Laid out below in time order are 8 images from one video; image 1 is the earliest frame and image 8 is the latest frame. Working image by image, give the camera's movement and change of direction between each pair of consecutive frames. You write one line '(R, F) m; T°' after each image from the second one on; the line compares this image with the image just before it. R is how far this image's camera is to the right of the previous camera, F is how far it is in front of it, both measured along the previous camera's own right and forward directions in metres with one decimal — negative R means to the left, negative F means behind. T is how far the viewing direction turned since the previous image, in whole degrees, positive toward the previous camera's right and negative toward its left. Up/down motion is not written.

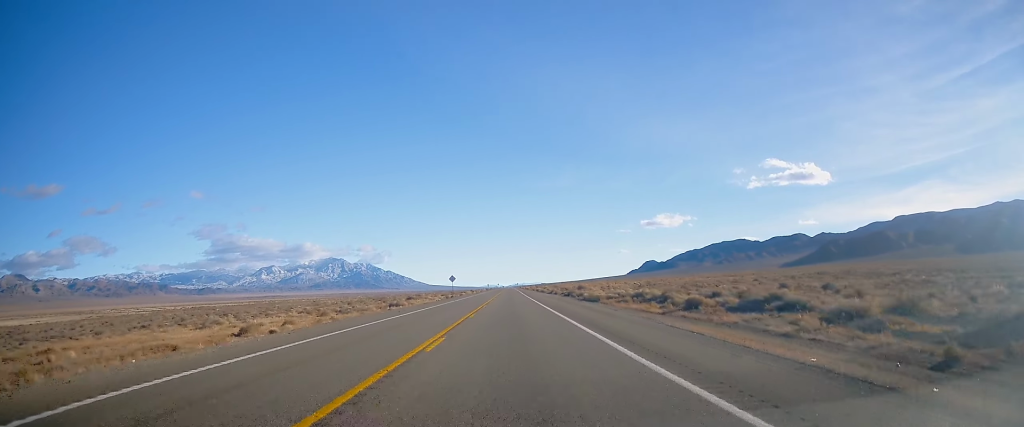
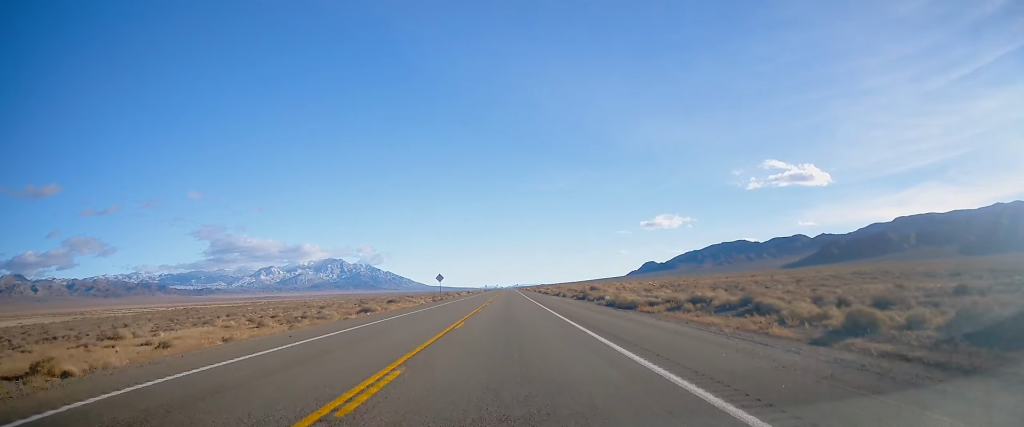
(+0.2, +17.8) m; 0°
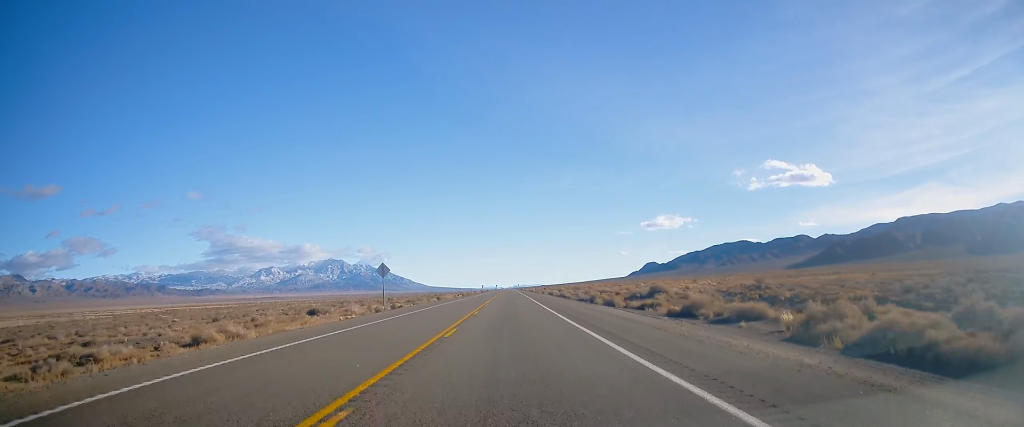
(-0.2, +39.6) m; 0°
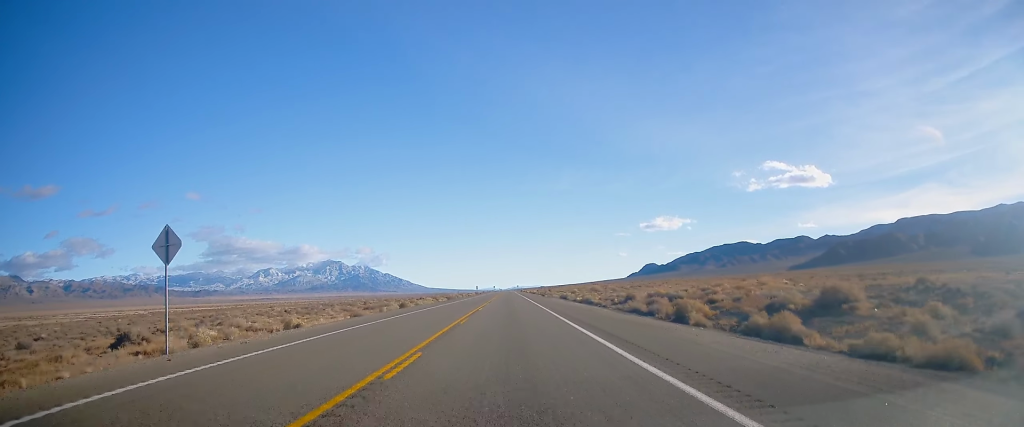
(+0.1, +31.3) m; 0°
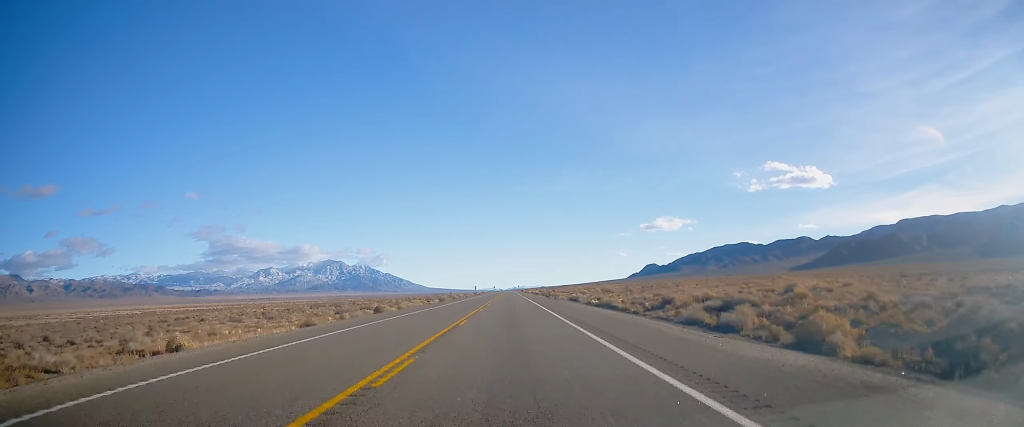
(-0.1, +13.1) m; 0°
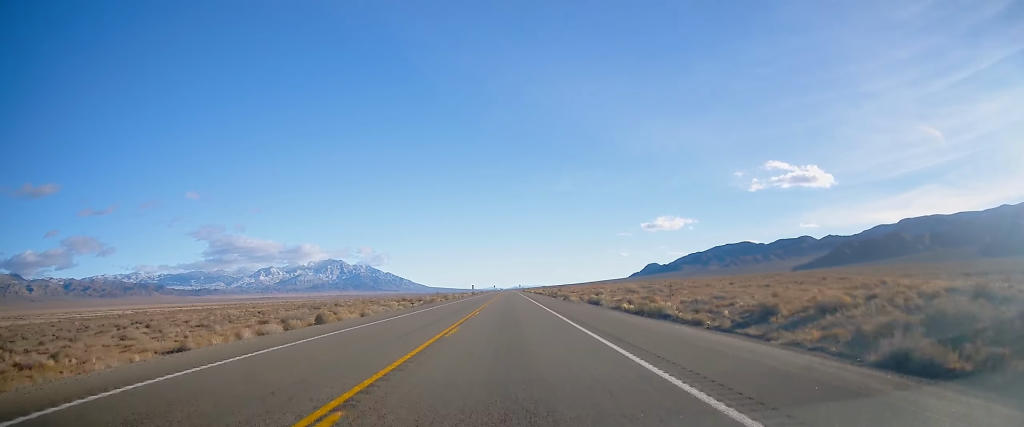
(0.0, +17.0) m; 0°
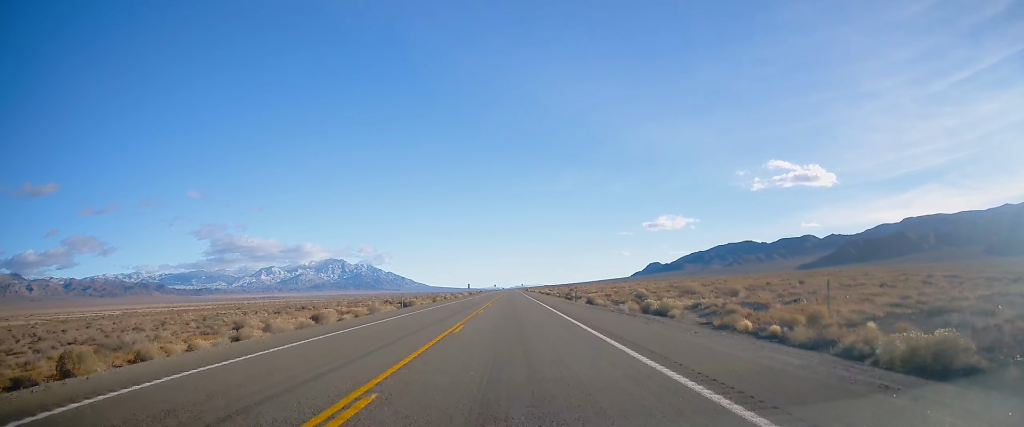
(+0.1, +23.9) m; 0°
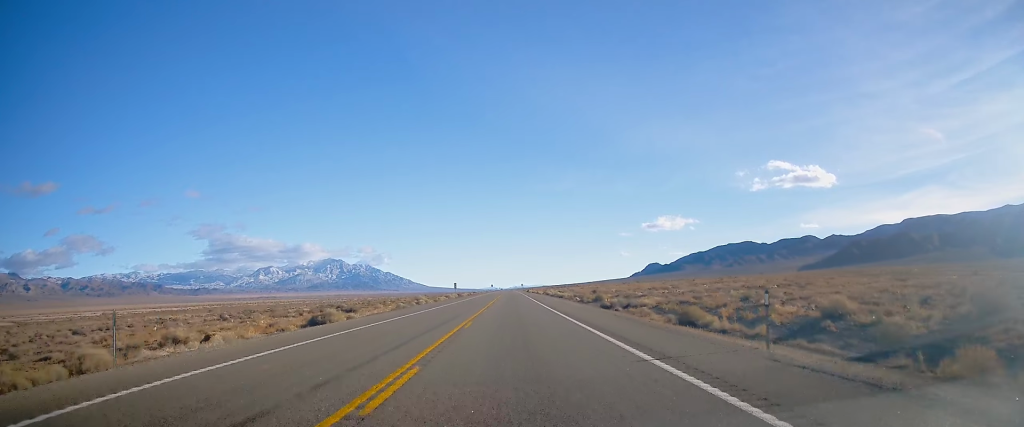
(-0.1, +34.4) m; 0°
